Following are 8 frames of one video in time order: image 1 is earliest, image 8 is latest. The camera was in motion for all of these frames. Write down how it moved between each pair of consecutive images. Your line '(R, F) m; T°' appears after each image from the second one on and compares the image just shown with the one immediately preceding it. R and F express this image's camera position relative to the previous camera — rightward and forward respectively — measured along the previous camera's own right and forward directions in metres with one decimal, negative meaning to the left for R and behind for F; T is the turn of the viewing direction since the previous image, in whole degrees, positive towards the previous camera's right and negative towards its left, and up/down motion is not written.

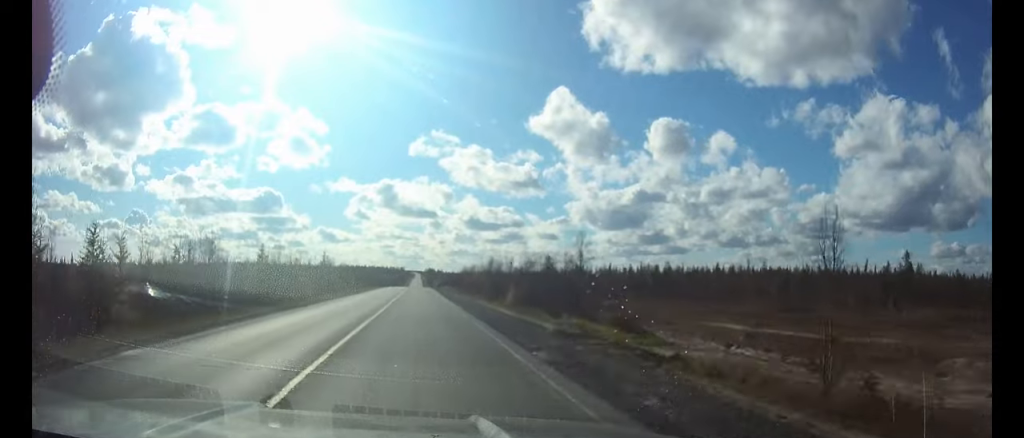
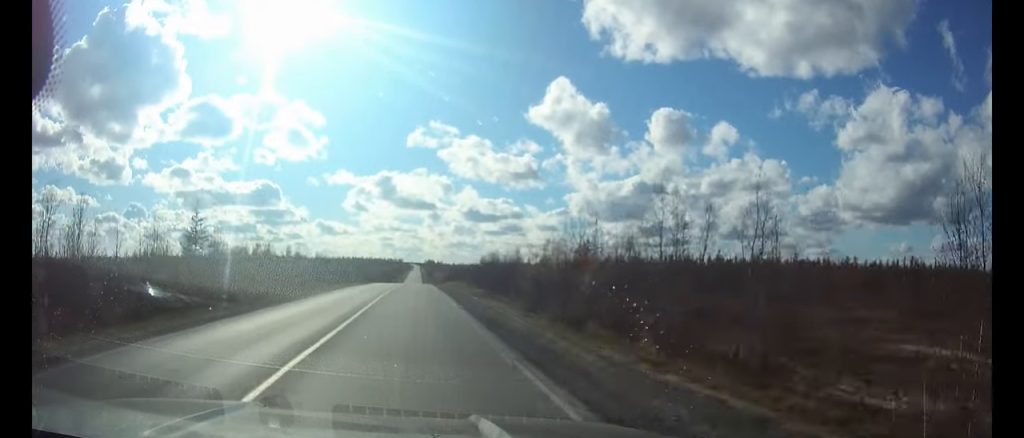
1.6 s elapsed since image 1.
(0.0, +41.0) m; 0°
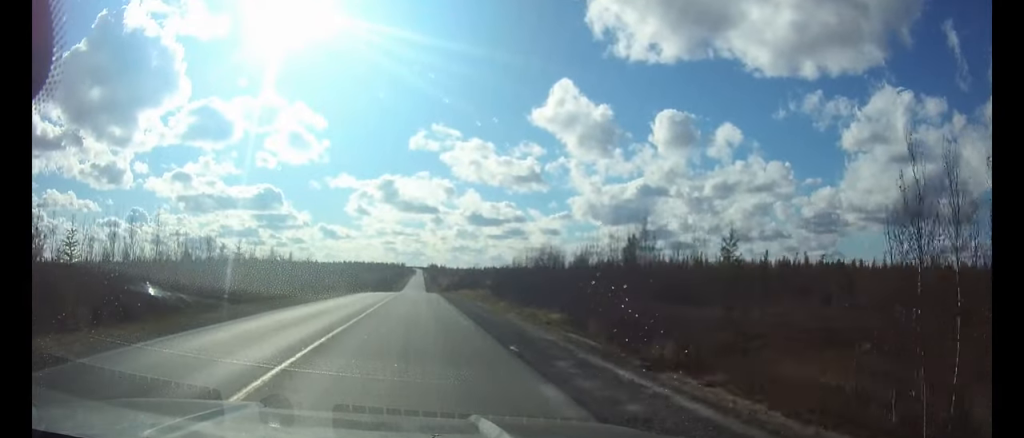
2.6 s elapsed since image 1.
(0.0, +25.7) m; 0°
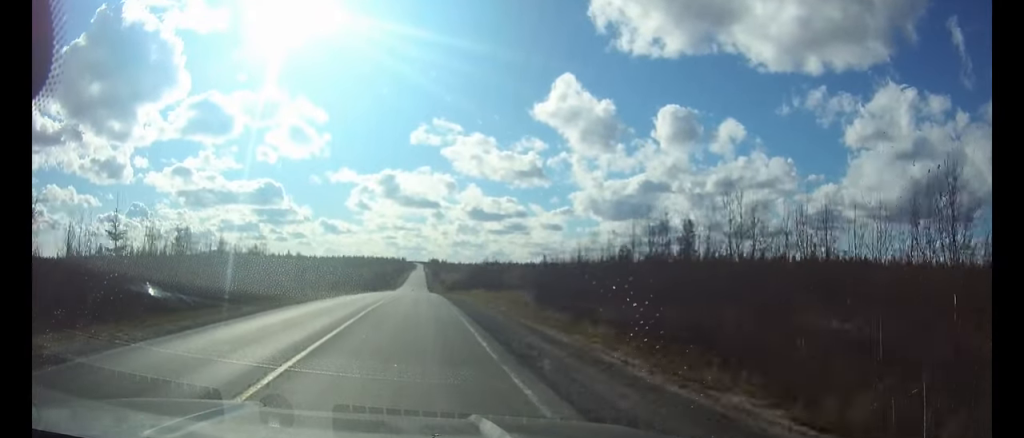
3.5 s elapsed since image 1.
(0.0, +21.9) m; 0°
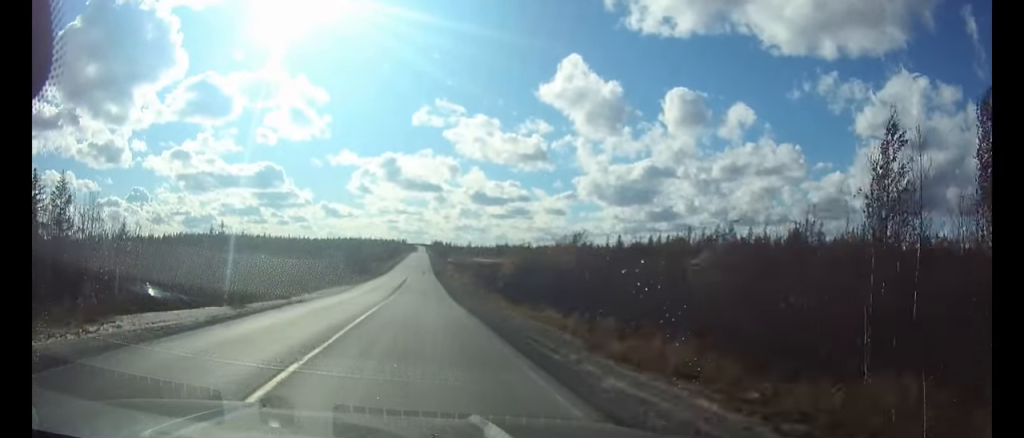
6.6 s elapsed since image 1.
(0.0, +79.4) m; 0°
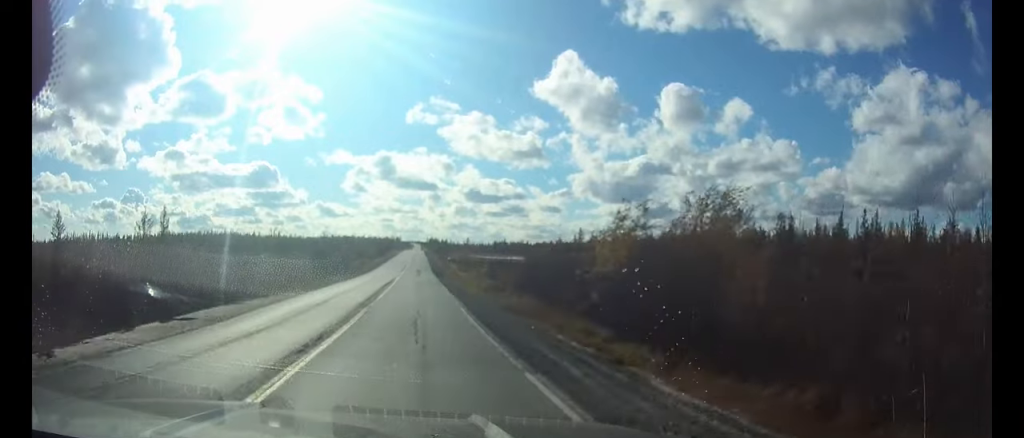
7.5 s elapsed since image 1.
(0.0, +23.4) m; 0°
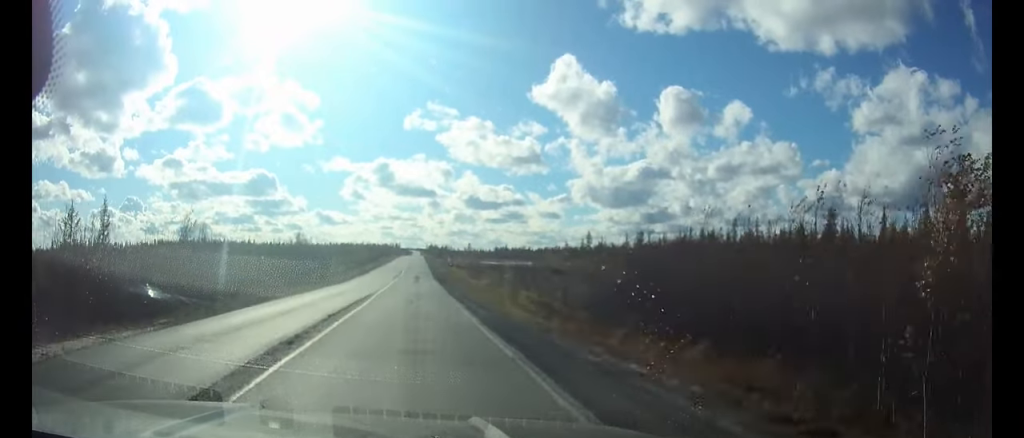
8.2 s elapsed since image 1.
(0.0, +17.5) m; 0°
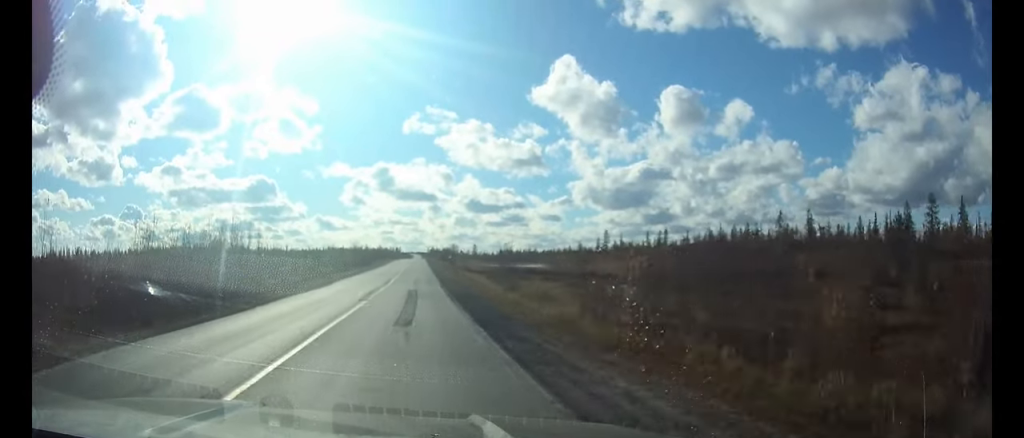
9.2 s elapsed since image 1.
(0.0, +27.0) m; 0°
